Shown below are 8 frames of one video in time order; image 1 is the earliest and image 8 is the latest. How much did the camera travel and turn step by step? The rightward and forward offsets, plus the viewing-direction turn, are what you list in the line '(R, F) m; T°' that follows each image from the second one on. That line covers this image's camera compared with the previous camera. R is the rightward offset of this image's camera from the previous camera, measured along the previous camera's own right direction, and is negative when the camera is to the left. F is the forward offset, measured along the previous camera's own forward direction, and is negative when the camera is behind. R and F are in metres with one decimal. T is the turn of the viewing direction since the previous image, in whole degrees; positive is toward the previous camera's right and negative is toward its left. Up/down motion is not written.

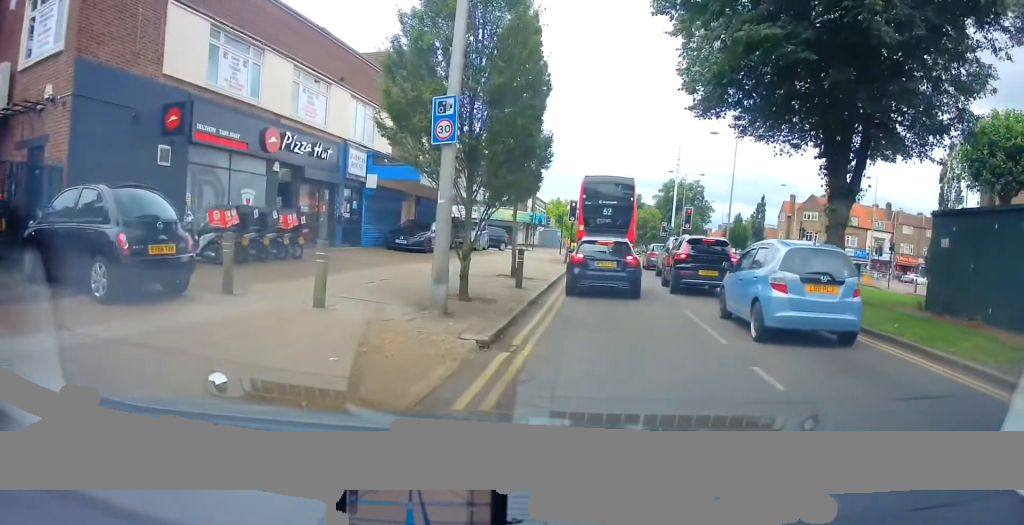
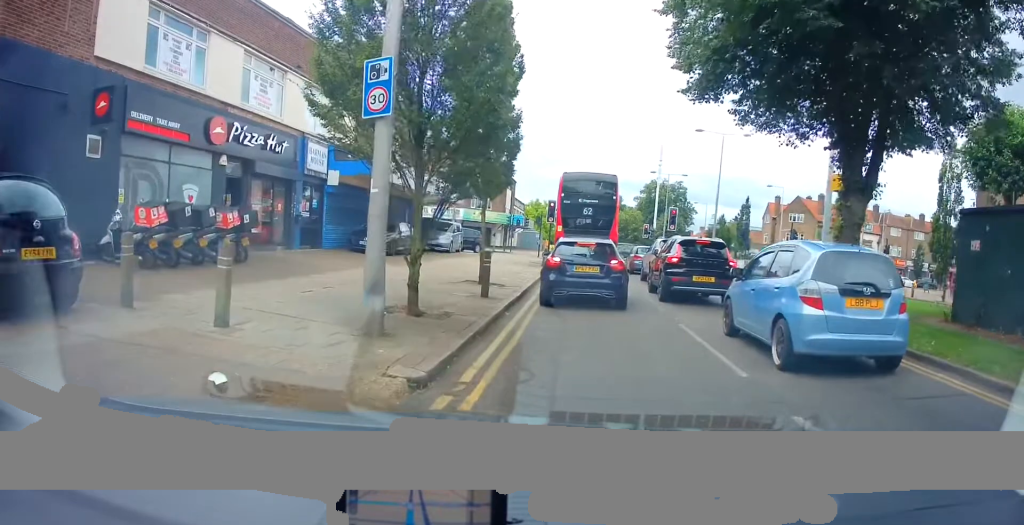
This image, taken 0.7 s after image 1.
(0.0, +1.8) m; 0°
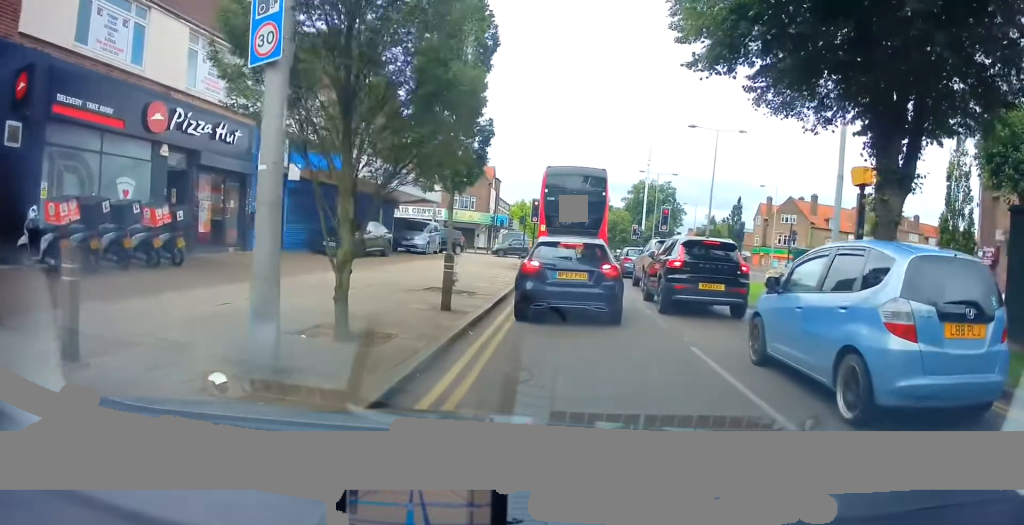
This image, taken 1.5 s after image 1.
(0.0, +1.9) m; 0°
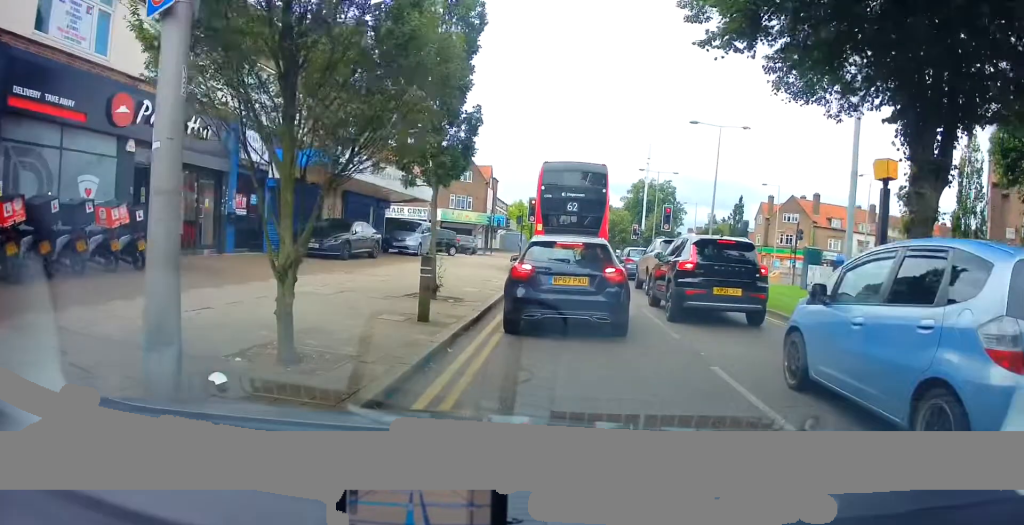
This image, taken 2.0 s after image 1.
(0.0, +1.1) m; 0°
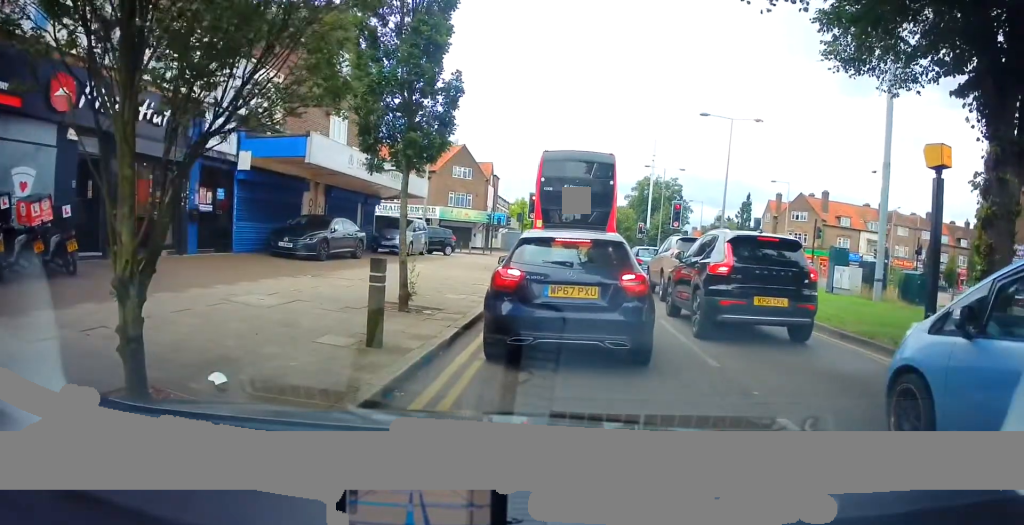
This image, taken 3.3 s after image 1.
(+0.2, +1.5) m; 0°
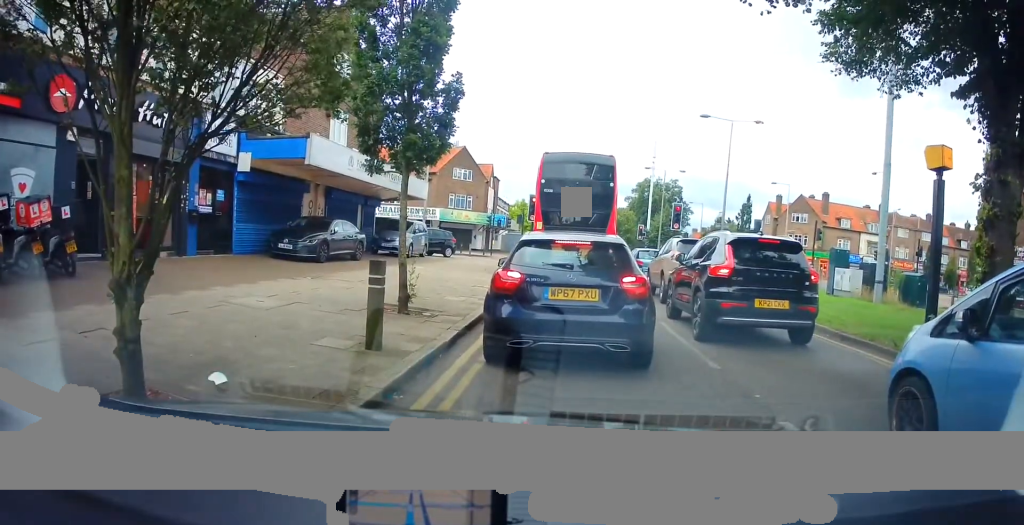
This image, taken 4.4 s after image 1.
(+0.2, +0.1) m; 0°
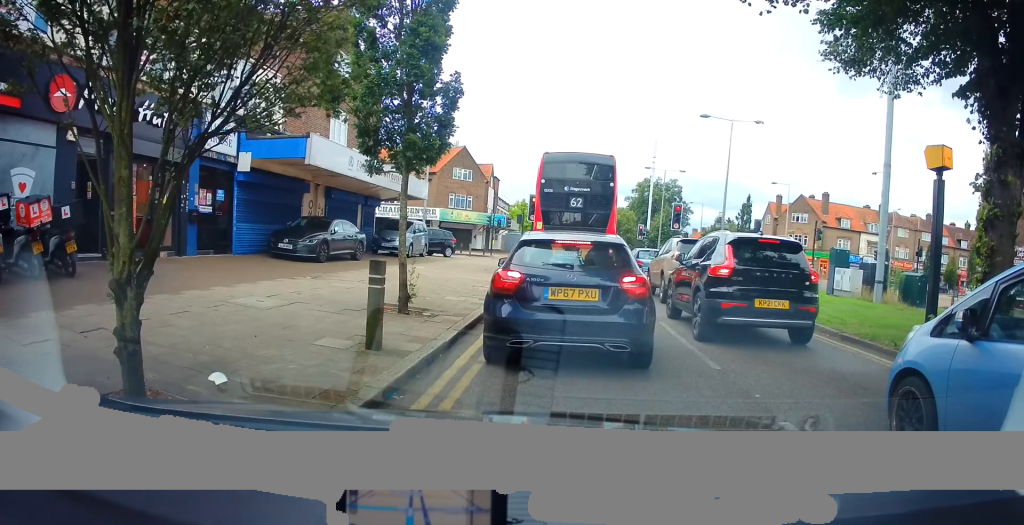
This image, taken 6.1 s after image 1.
(0.0, 0.0) m; 0°
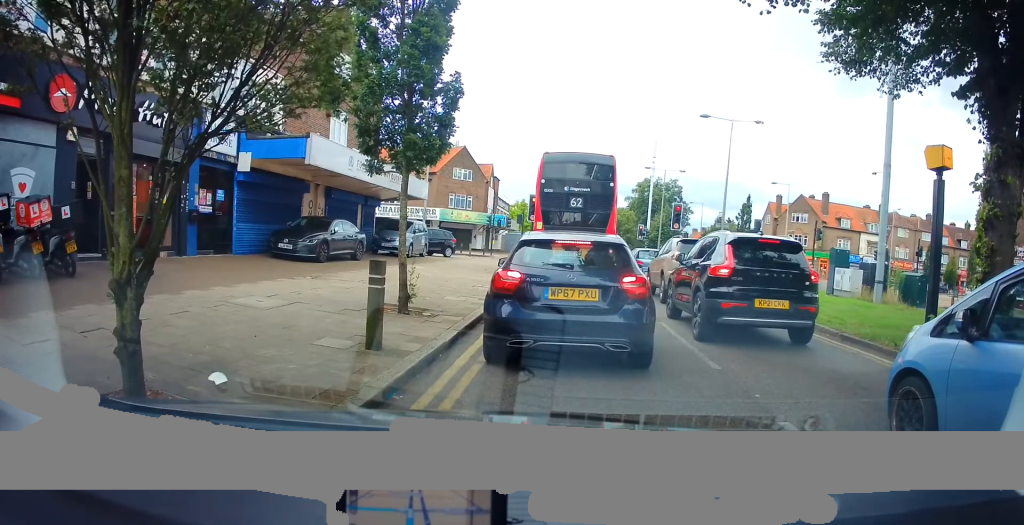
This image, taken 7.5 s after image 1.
(0.0, 0.0) m; 0°
